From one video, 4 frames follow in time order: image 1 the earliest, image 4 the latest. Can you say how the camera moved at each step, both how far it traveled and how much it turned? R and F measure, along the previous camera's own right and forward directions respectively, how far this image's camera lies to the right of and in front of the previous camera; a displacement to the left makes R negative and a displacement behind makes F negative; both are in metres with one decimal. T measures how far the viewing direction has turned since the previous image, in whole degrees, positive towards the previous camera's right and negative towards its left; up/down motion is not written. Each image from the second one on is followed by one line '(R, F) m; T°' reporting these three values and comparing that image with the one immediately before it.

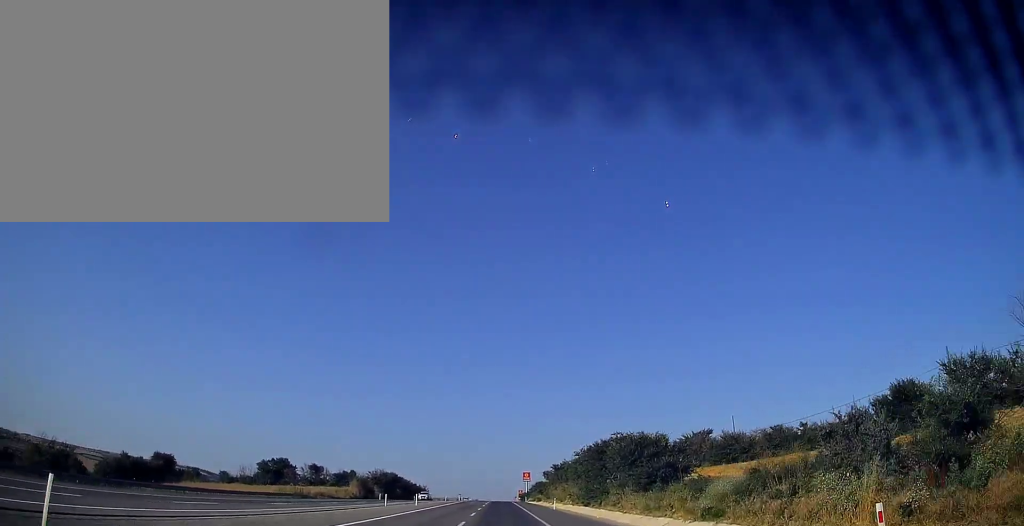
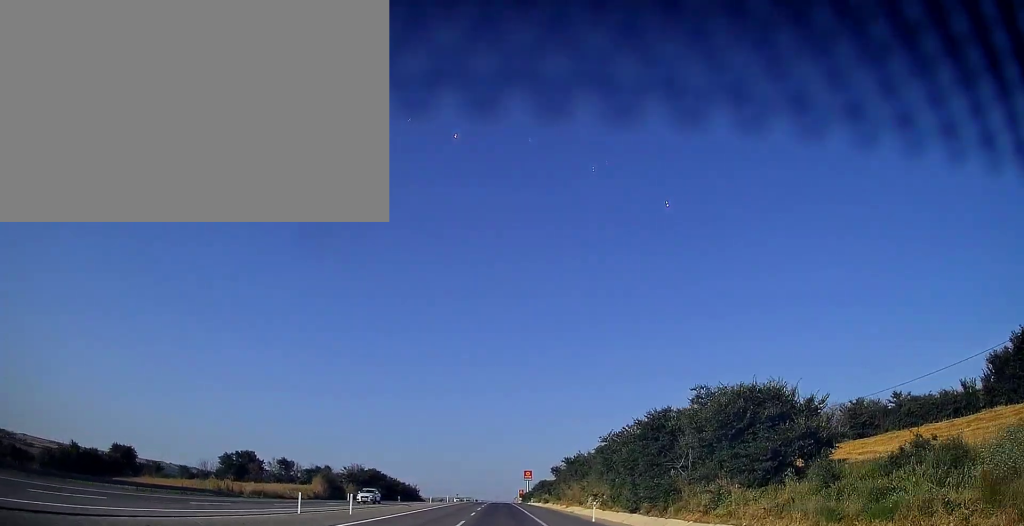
(+0.1, +22.6) m; 0°
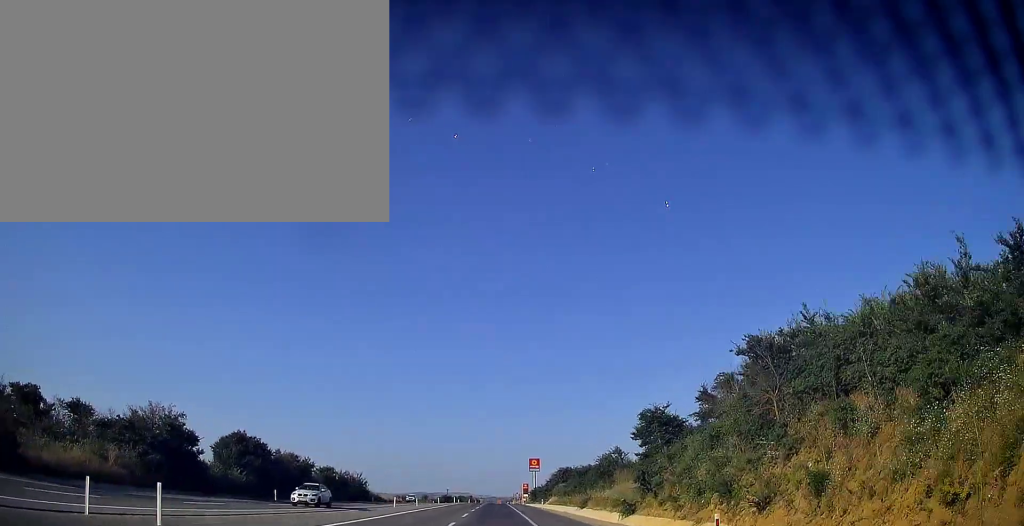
(-0.1, +73.1) m; 0°
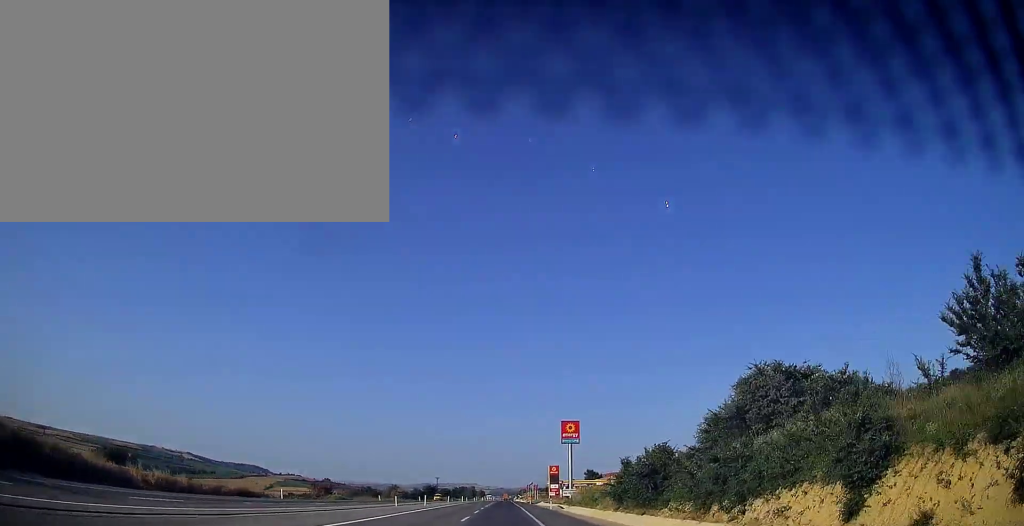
(+0.1, +102.8) m; 0°
